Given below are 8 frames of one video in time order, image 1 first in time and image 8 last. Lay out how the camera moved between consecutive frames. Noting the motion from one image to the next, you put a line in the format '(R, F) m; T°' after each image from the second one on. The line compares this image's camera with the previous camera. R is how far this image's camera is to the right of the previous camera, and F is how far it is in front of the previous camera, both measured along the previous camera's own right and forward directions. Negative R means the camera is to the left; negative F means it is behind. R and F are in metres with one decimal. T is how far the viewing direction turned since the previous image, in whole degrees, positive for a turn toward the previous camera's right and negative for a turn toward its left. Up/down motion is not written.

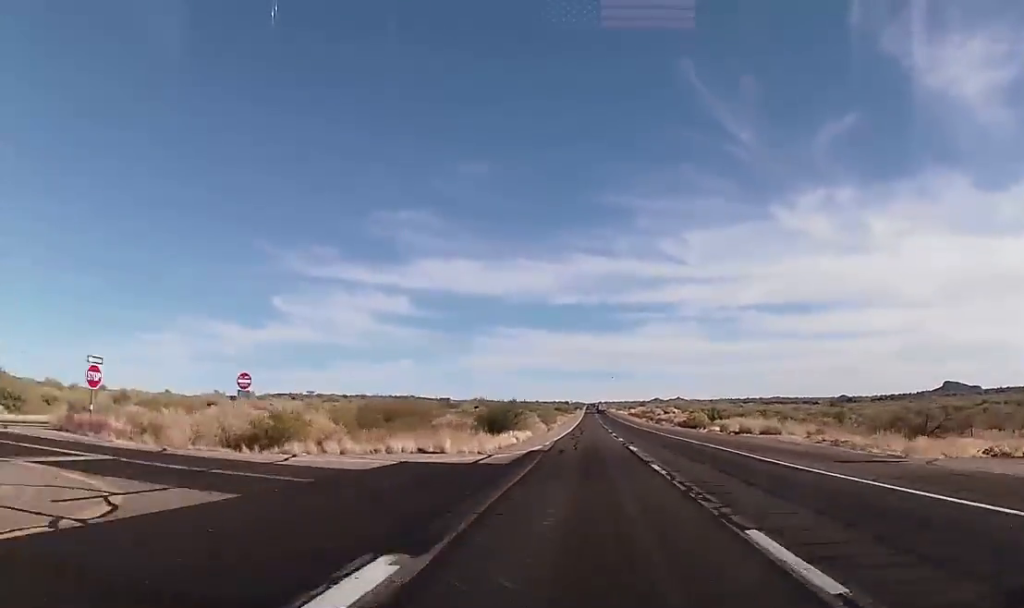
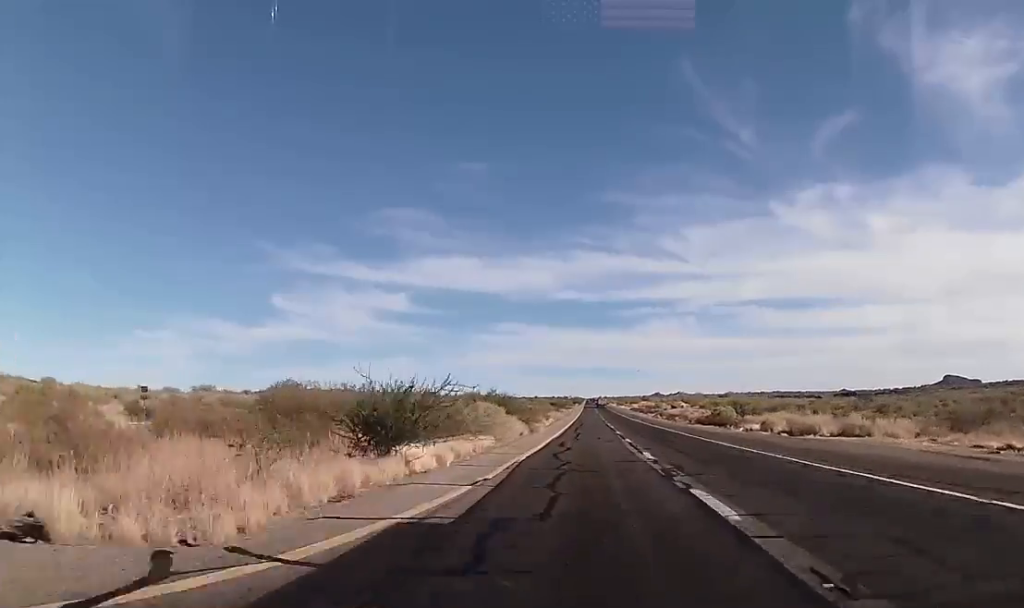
(-0.1, +20.5) m; 0°
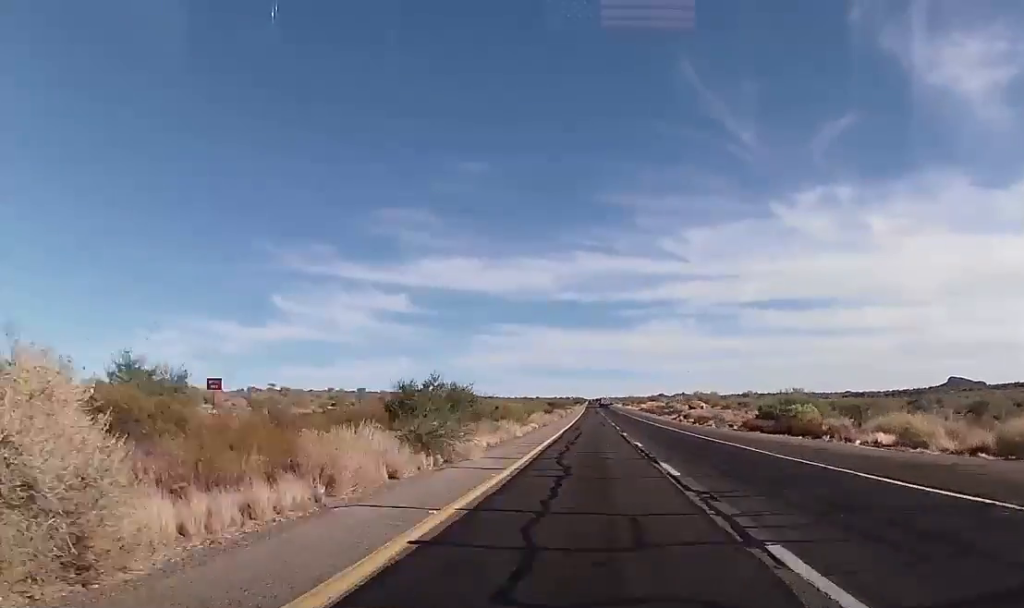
(+0.2, +29.6) m; +1°
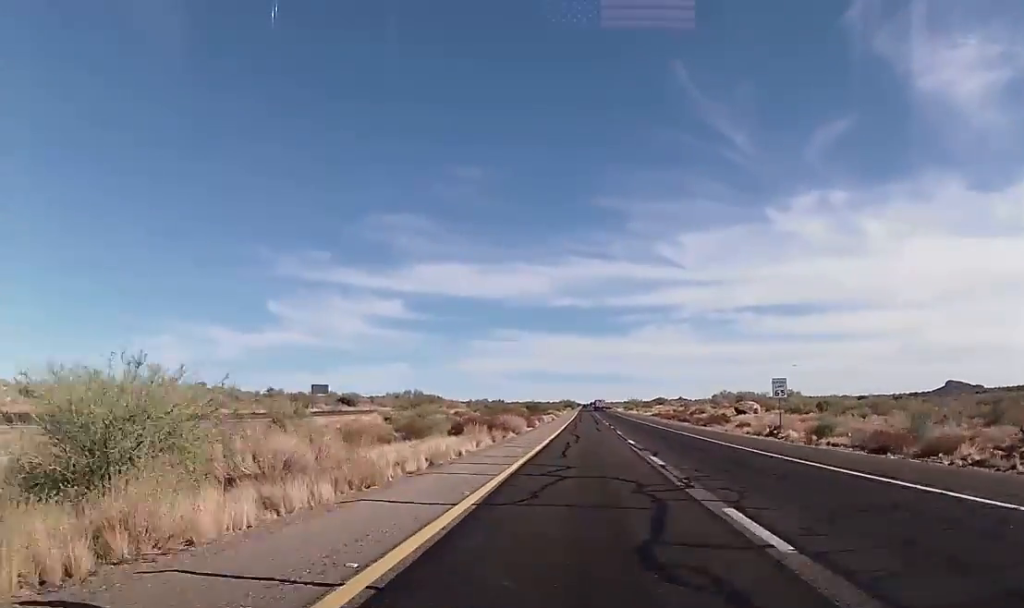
(+0.3, +57.9) m; 0°
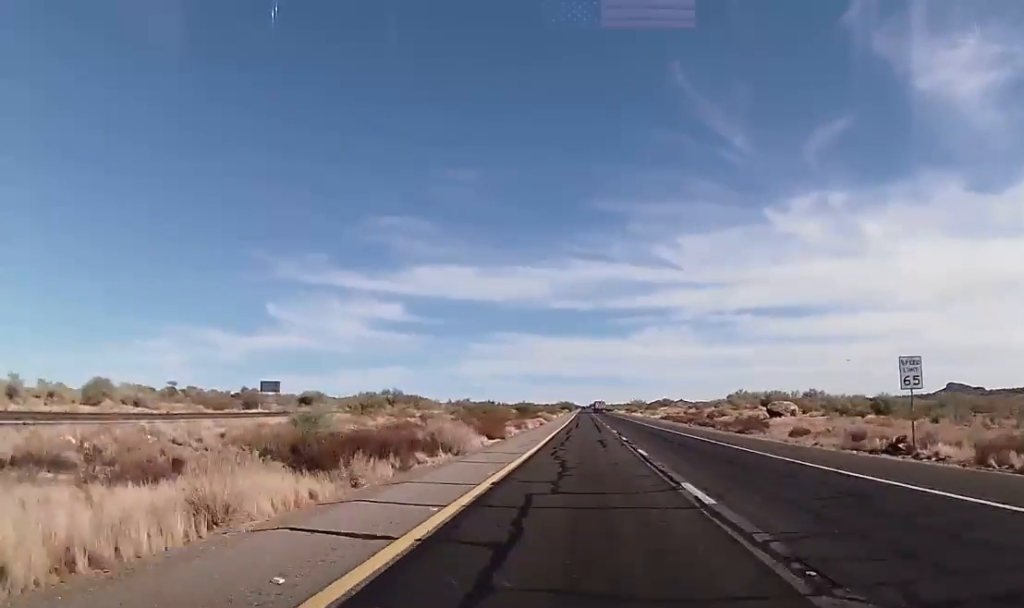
(0.0, +20.4) m; 0°
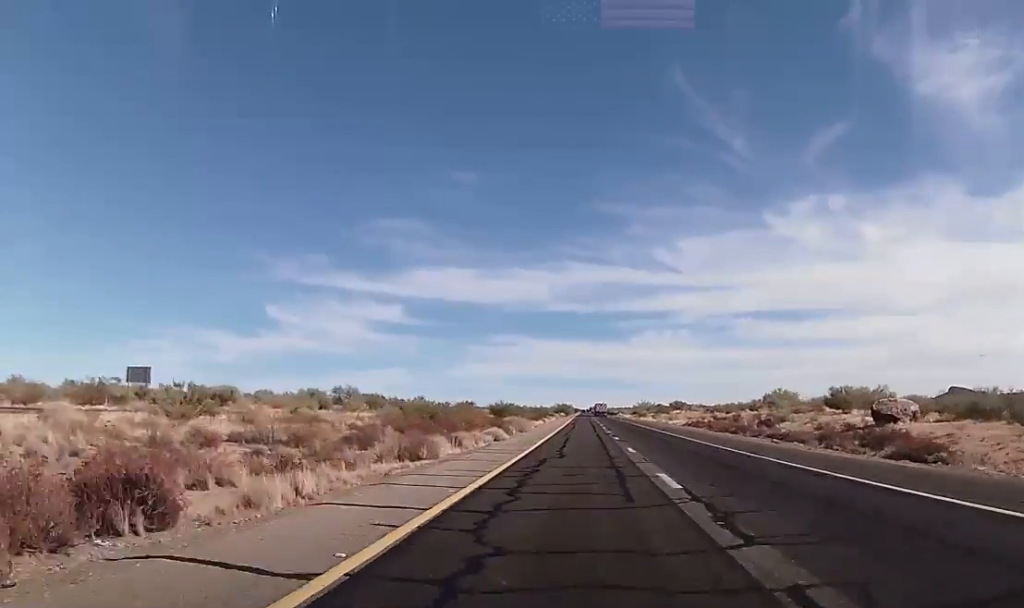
(-0.3, +33.9) m; 0°
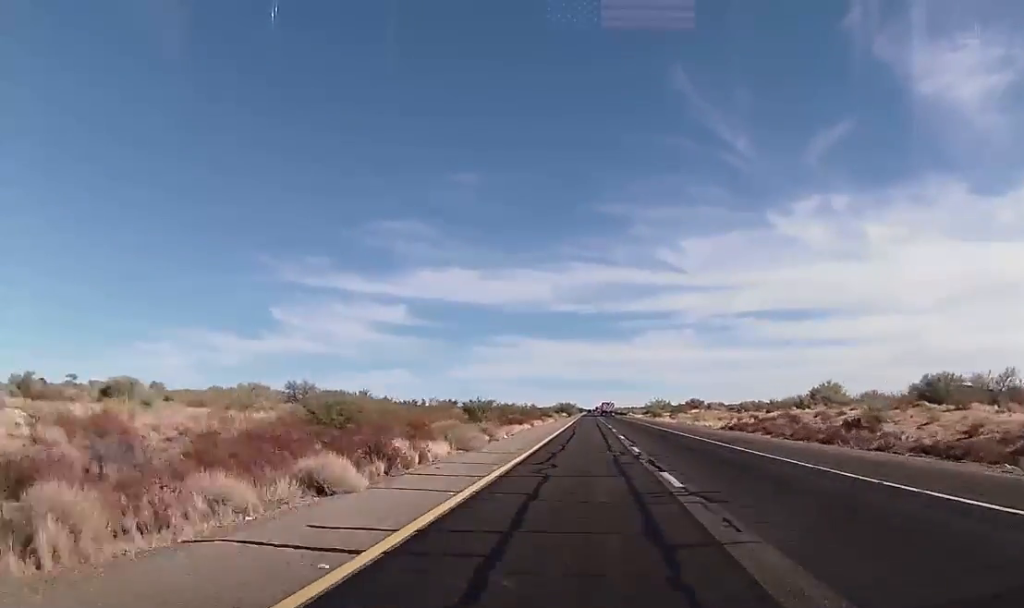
(+0.4, +24.8) m; 0°
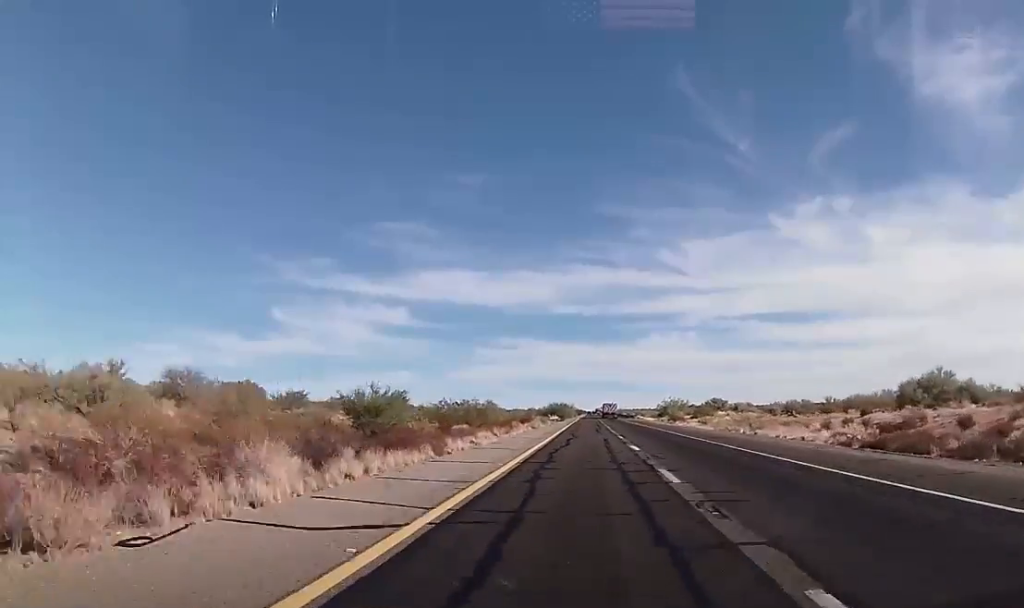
(-0.3, +36.0) m; 0°
